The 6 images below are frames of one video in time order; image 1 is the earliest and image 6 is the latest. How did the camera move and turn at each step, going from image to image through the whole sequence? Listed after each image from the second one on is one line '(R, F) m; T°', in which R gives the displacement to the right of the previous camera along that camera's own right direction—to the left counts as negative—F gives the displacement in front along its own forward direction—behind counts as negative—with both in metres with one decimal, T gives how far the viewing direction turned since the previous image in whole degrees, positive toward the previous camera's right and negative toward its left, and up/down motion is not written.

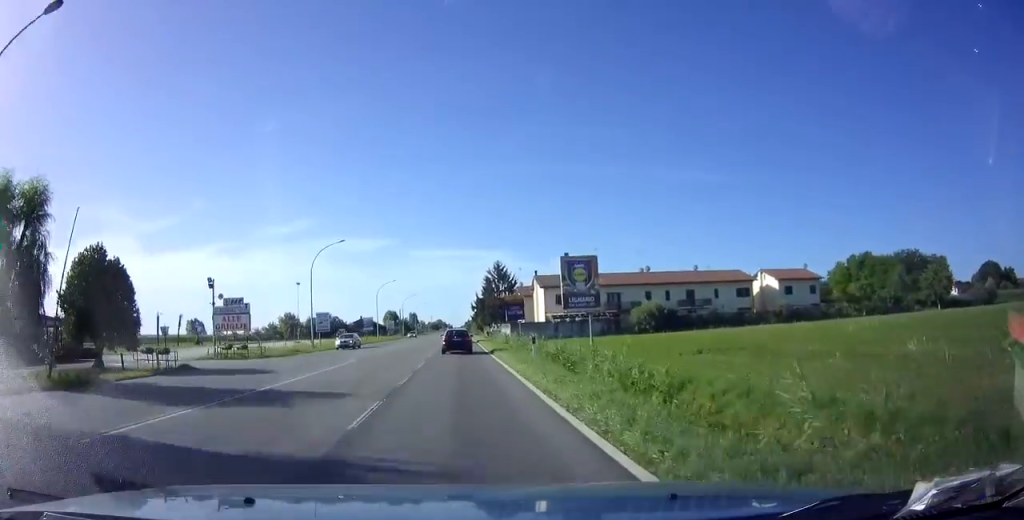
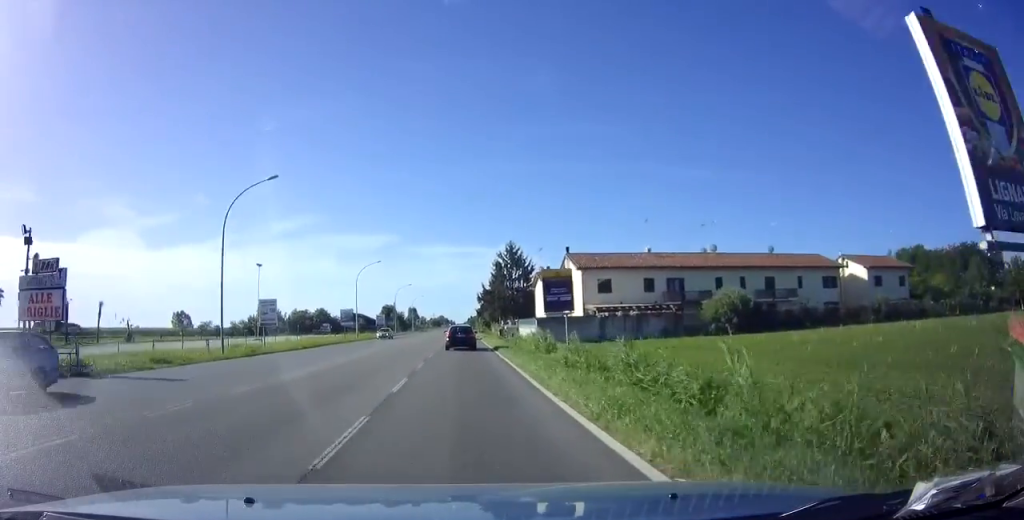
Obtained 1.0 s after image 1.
(-0.2, +20.1) m; -1°
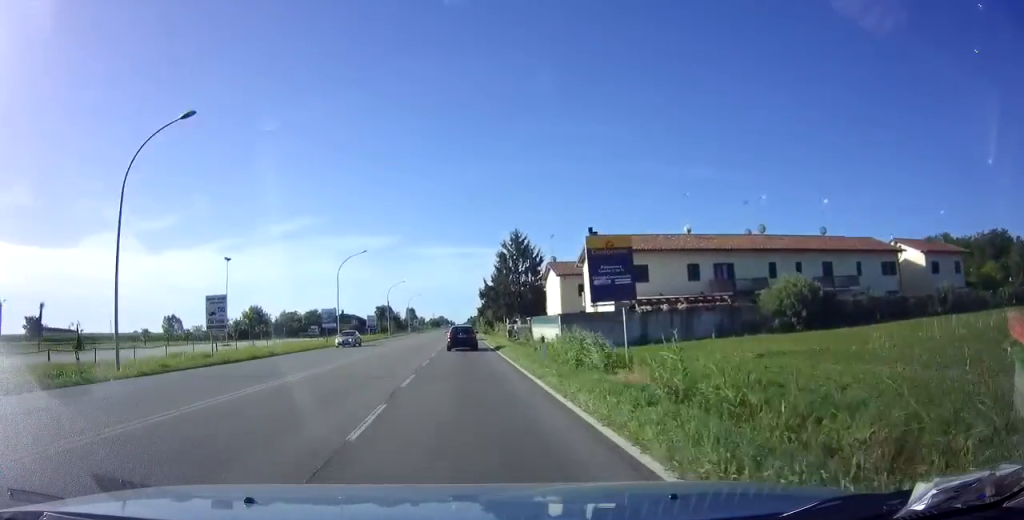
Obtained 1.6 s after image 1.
(-0.1, +10.3) m; 0°
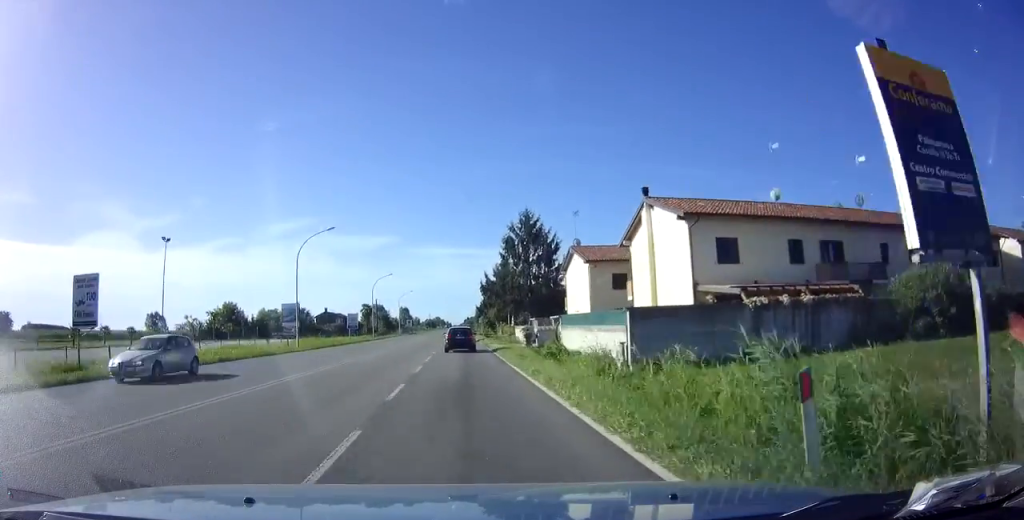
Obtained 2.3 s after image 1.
(+0.1, +14.2) m; +1°
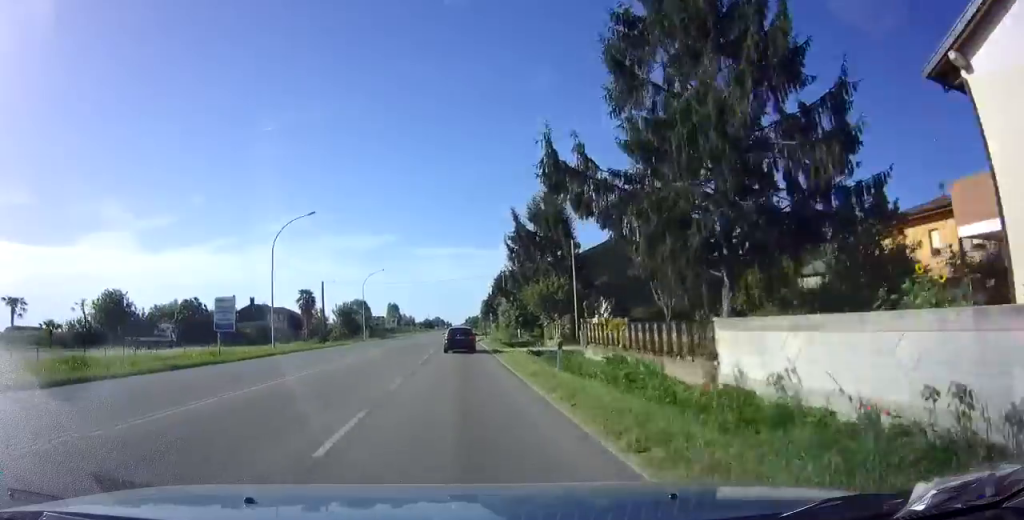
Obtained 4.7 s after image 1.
(+0.2, +46.5) m; 0°
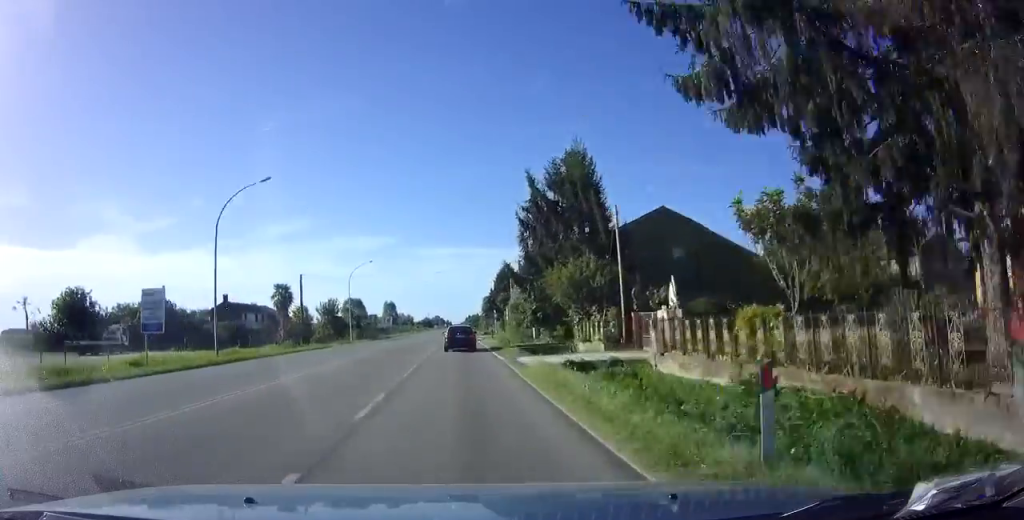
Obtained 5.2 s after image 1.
(-0.1, +9.7) m; 0°
